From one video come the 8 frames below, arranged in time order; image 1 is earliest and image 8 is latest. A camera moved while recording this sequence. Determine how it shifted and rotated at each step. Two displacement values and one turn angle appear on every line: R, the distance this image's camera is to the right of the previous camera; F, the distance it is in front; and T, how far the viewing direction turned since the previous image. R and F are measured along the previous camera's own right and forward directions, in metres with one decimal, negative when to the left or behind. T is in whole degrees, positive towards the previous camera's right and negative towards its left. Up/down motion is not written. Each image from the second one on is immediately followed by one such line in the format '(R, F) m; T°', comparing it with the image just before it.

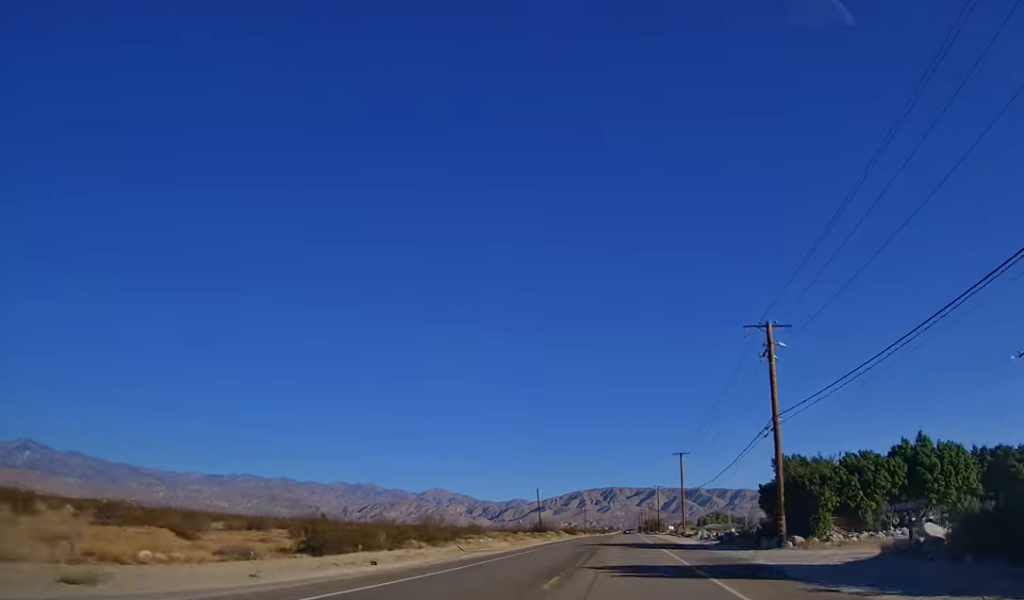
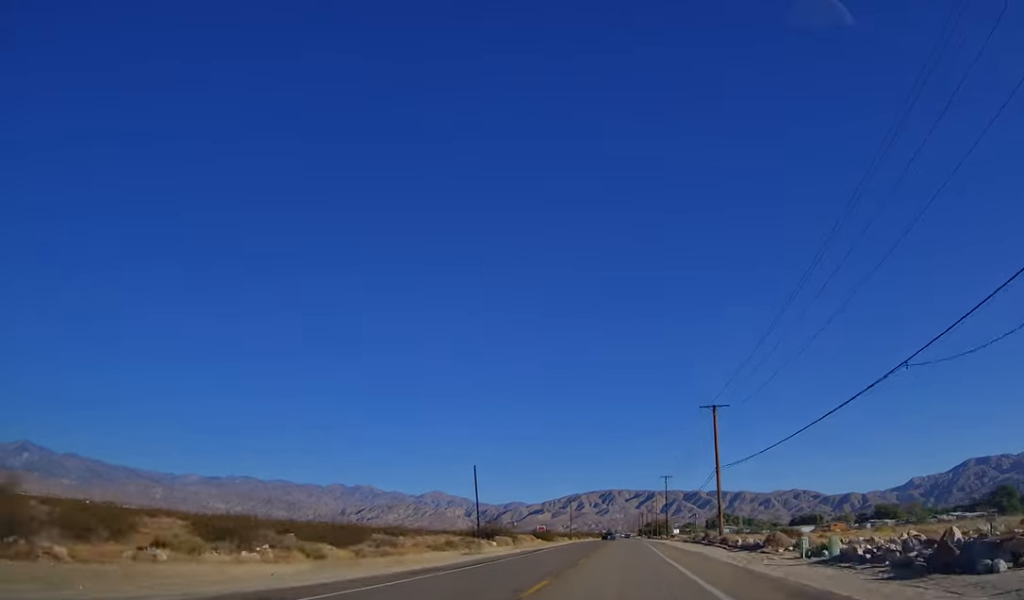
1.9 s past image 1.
(+0.1, +44.9) m; 0°
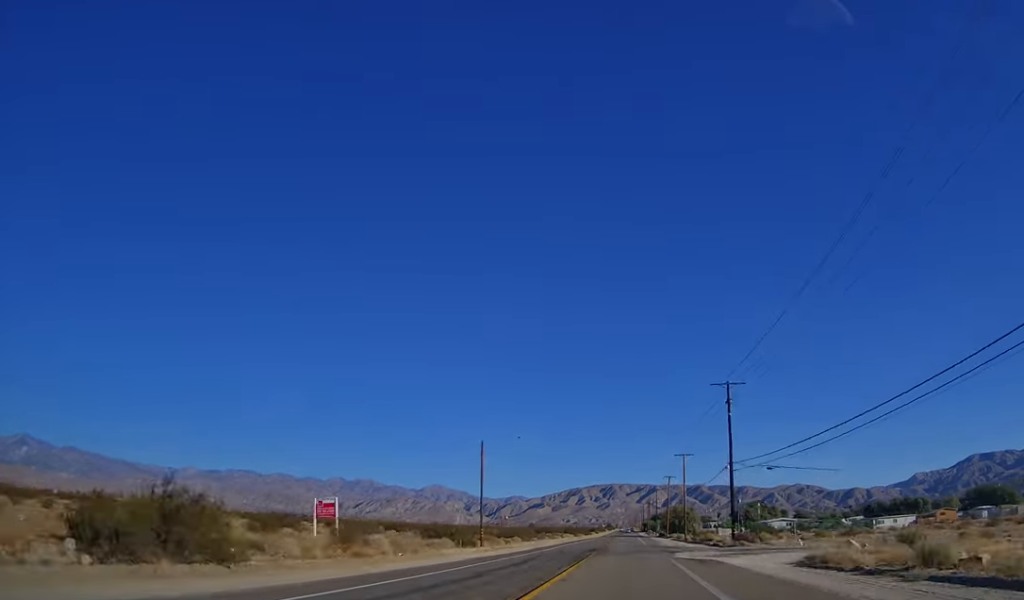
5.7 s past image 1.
(-0.4, +90.9) m; 0°
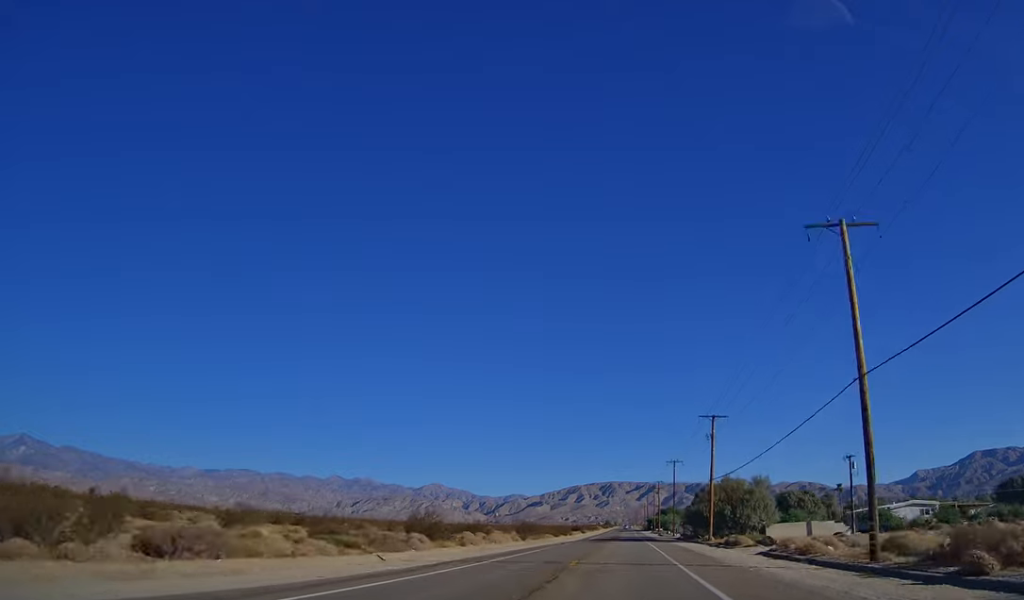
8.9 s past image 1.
(-0.3, +77.5) m; -1°
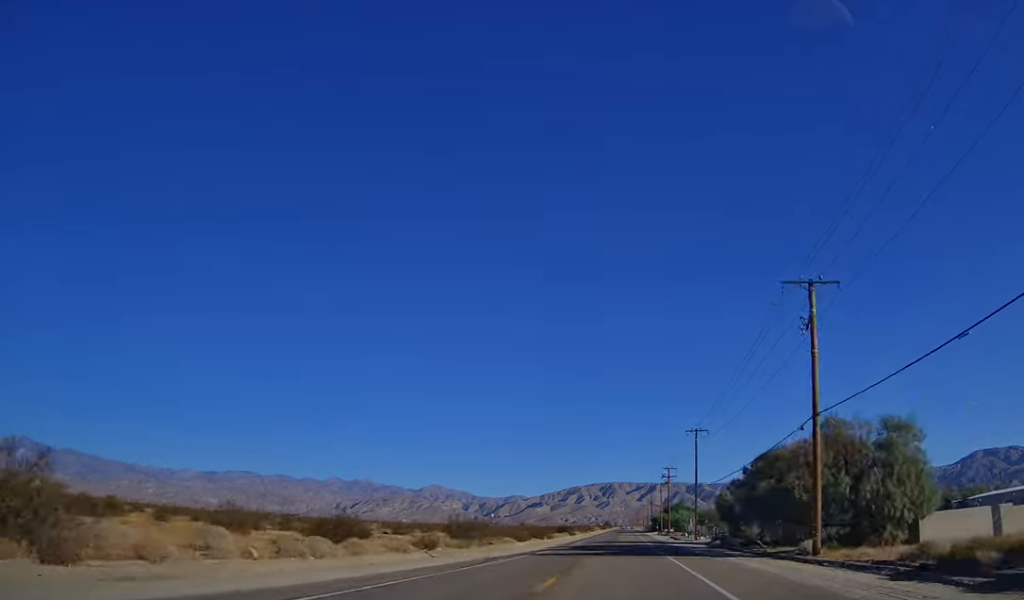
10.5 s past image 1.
(0.0, +39.4) m; 0°
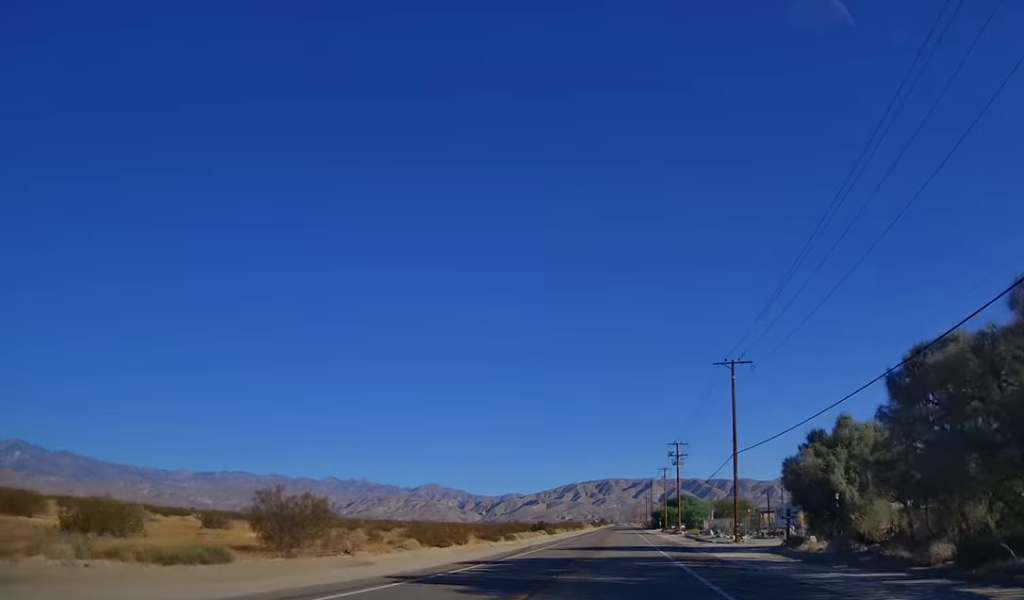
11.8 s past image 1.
(0.0, +33.1) m; +1°
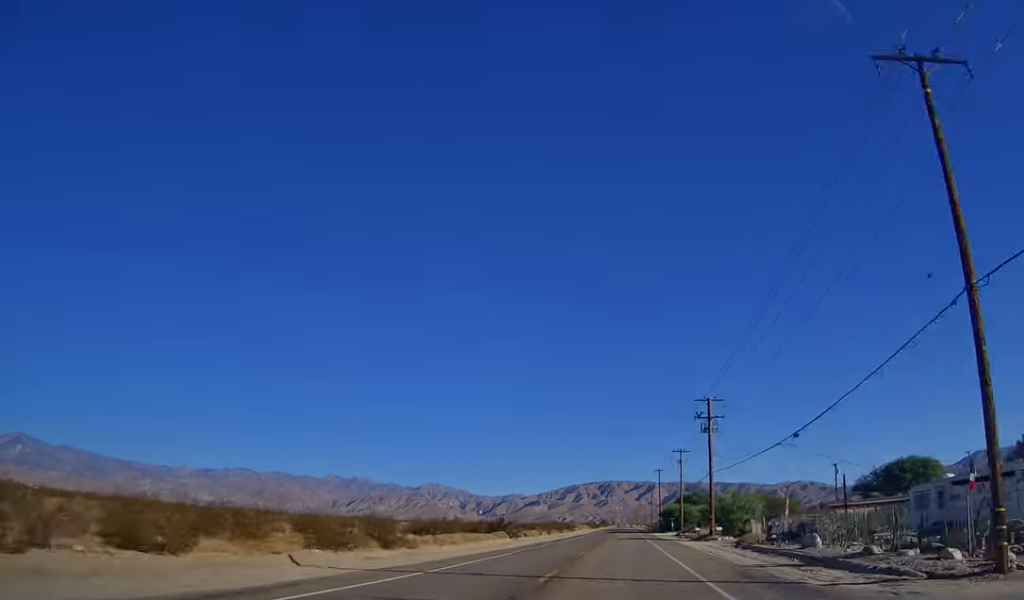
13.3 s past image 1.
(+0.2, +36.6) m; 0°
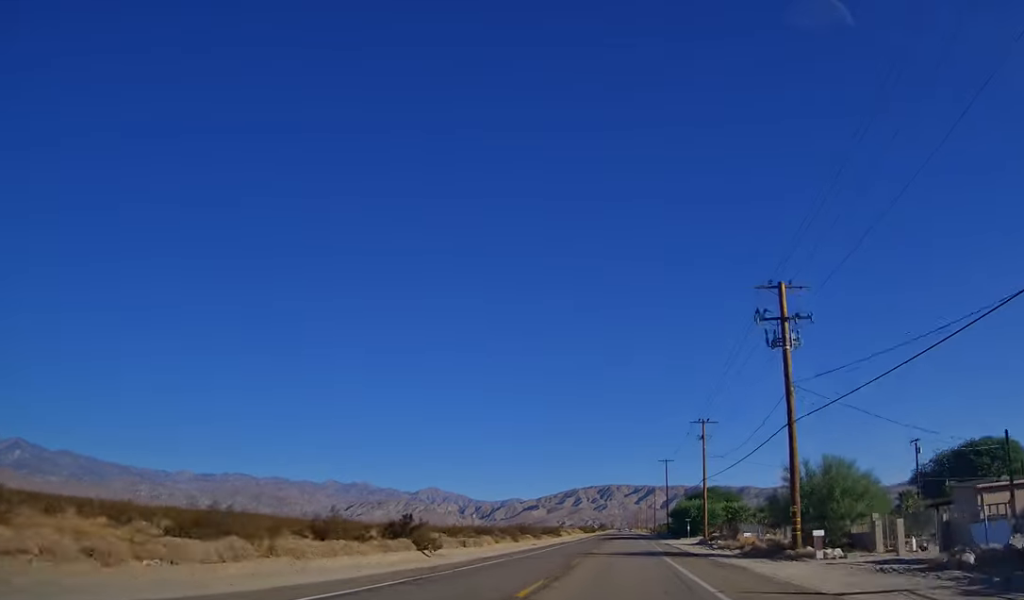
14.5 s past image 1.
(+0.5, +31.6) m; 0°
